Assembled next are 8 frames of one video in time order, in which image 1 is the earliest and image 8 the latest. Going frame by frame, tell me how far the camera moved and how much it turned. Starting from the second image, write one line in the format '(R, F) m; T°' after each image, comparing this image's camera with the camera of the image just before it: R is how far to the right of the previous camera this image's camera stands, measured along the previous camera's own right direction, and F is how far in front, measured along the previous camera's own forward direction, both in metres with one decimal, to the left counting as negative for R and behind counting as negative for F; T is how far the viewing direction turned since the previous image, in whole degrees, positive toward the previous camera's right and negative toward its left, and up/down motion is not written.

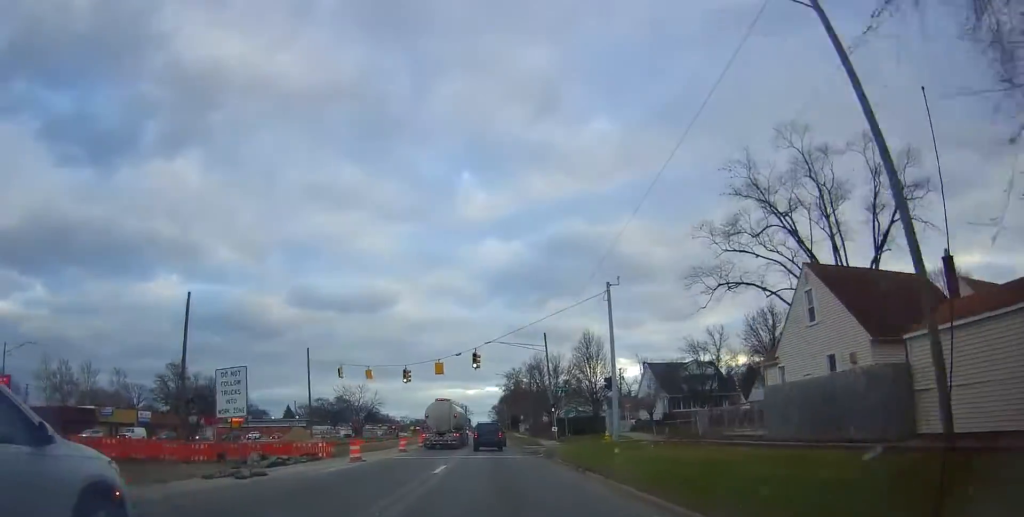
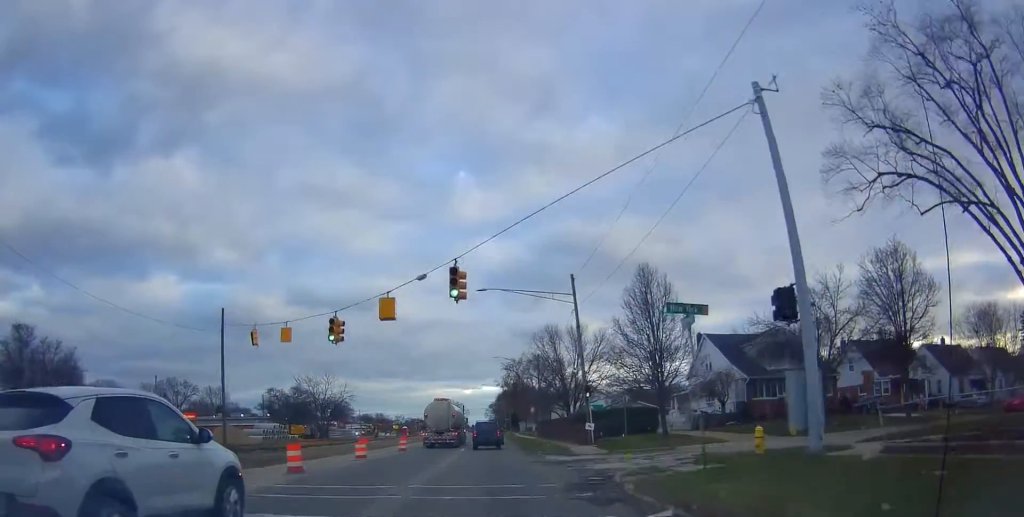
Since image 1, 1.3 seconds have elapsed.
(+0.1, +21.5) m; 0°
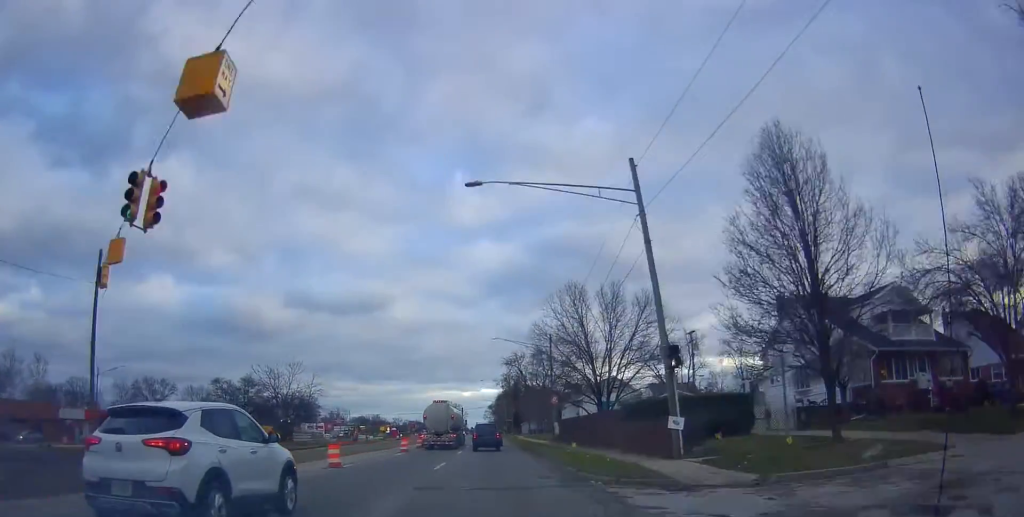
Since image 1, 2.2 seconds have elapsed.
(0.0, +17.0) m; -1°
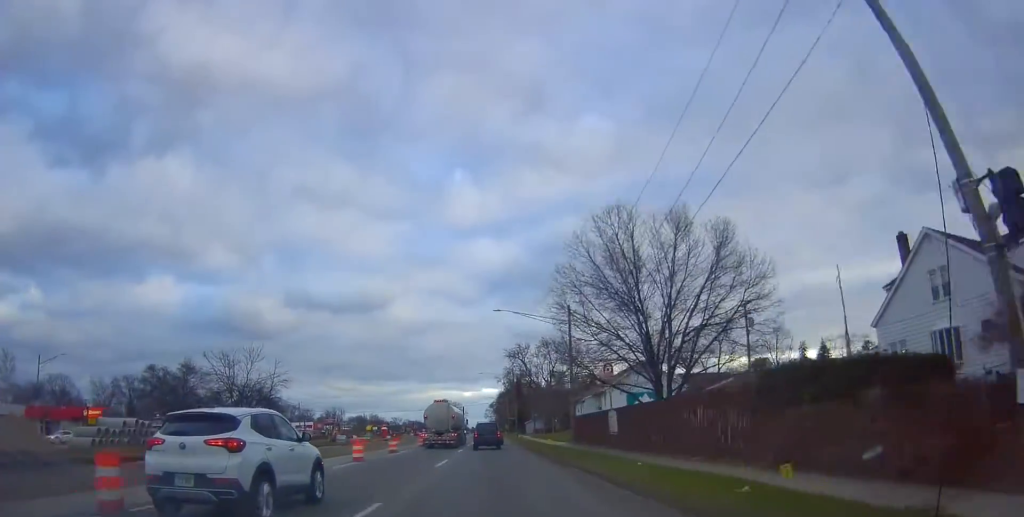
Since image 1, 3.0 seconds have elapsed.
(-0.3, +14.1) m; 0°
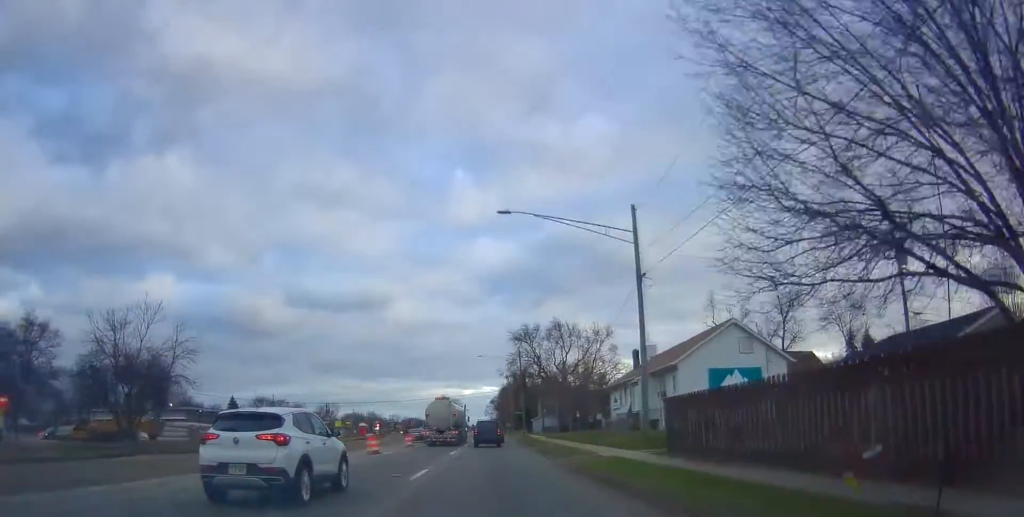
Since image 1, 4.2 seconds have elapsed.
(+0.2, +21.5) m; -1°
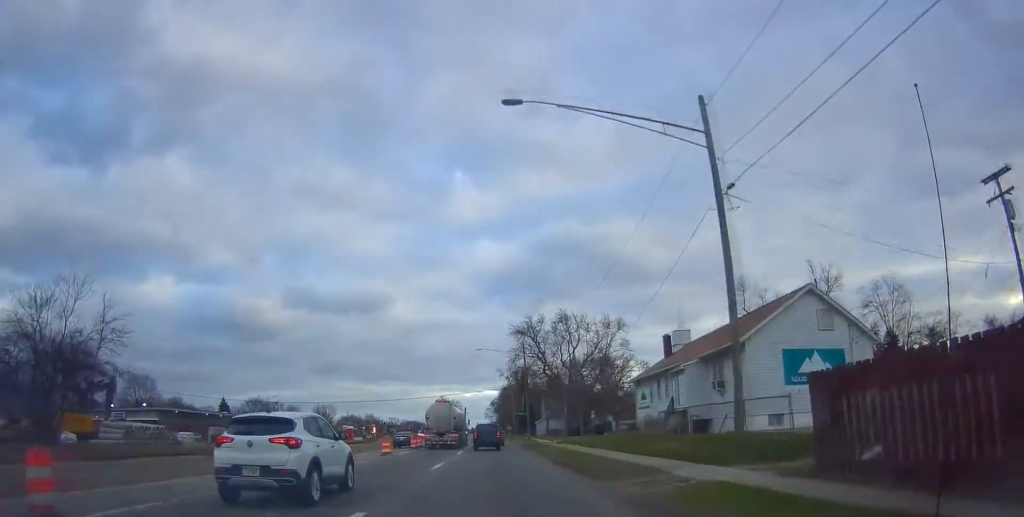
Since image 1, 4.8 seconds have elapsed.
(-0.4, +9.7) m; 0°
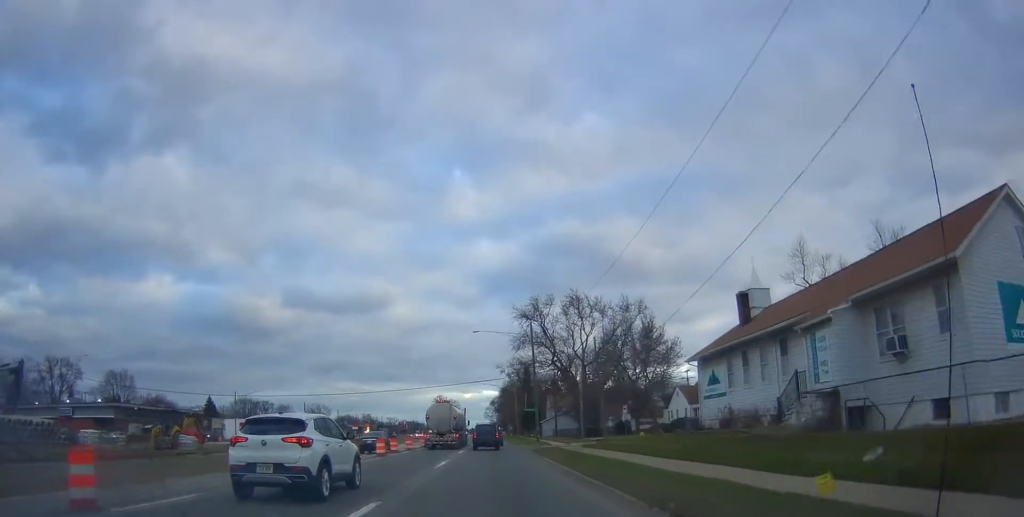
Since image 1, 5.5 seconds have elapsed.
(+0.1, +14.0) m; +1°
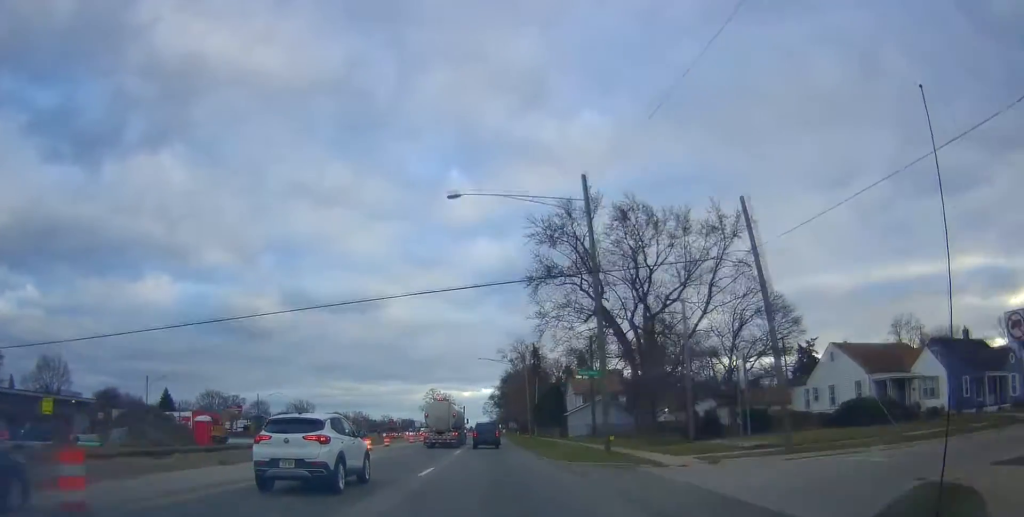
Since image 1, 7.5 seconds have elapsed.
(+0.2, +35.9) m; -1°
